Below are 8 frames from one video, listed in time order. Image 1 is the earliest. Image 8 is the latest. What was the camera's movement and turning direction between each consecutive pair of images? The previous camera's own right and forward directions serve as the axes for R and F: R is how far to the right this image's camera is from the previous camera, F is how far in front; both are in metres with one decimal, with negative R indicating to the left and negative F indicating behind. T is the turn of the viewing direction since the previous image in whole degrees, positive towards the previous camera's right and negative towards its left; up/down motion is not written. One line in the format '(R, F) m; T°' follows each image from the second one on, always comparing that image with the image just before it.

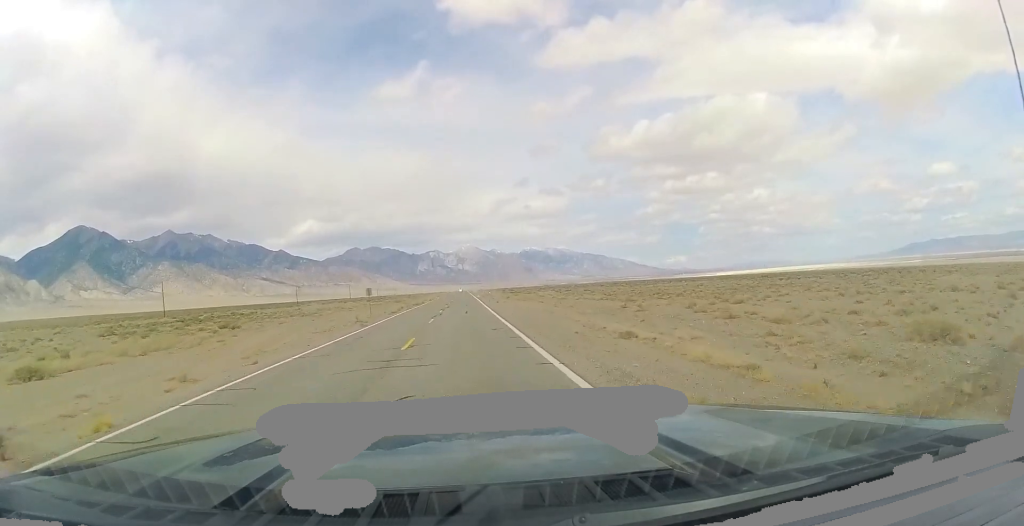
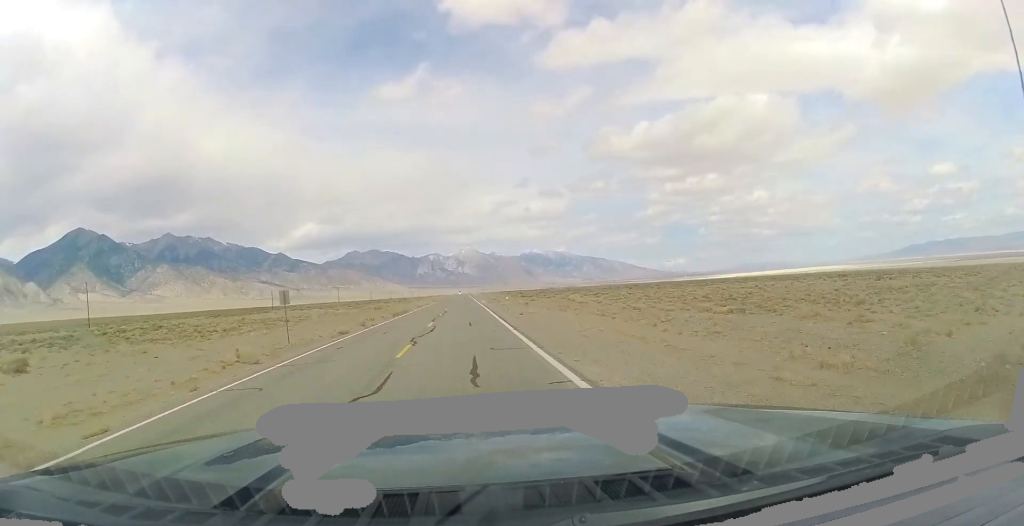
(-0.2, +26.5) m; 0°
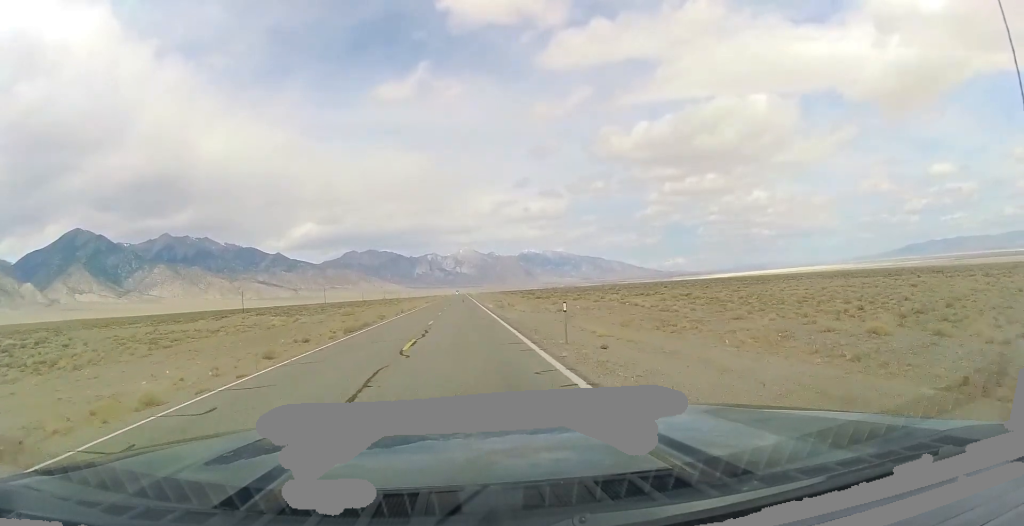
(+0.2, +22.6) m; 0°
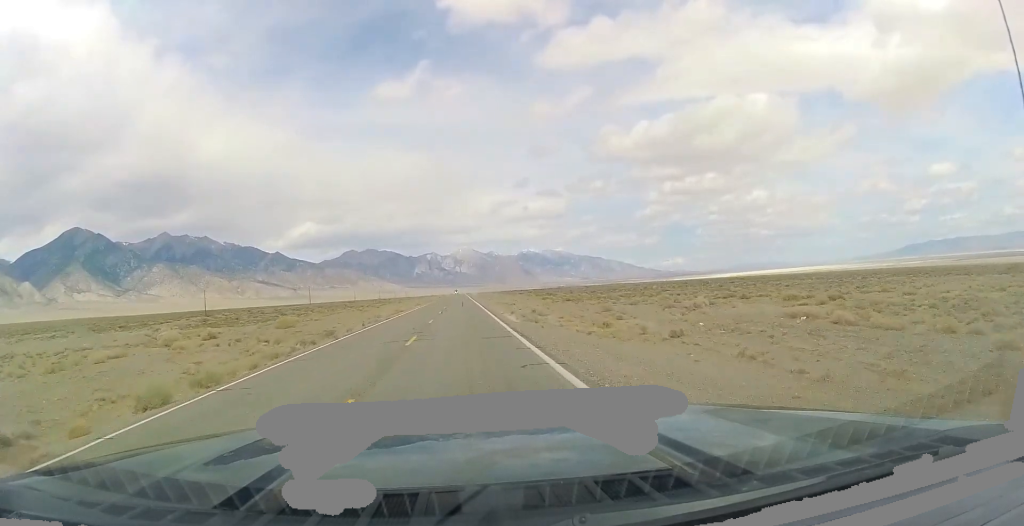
(-0.1, +23.1) m; 0°
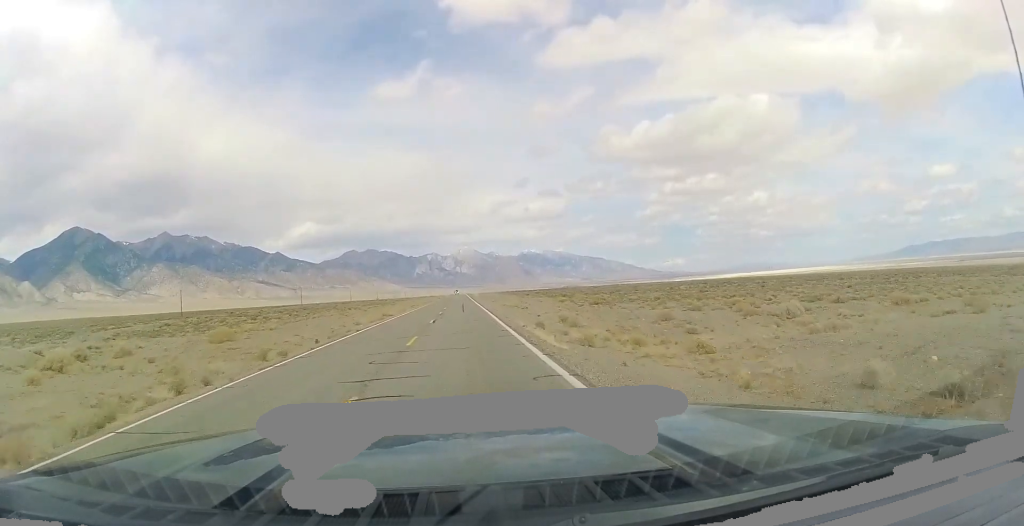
(-0.1, +12.1) m; 0°
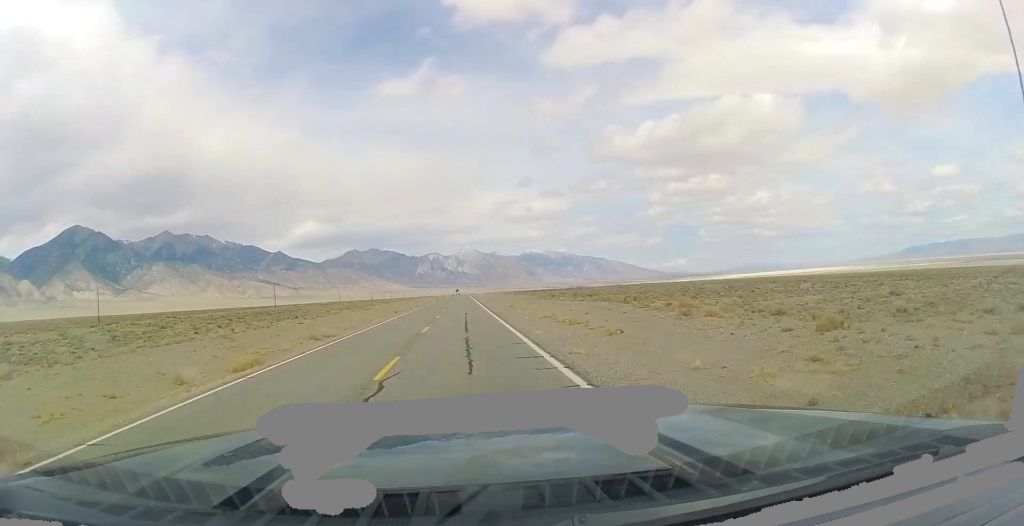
(+0.3, +31.4) m; 0°
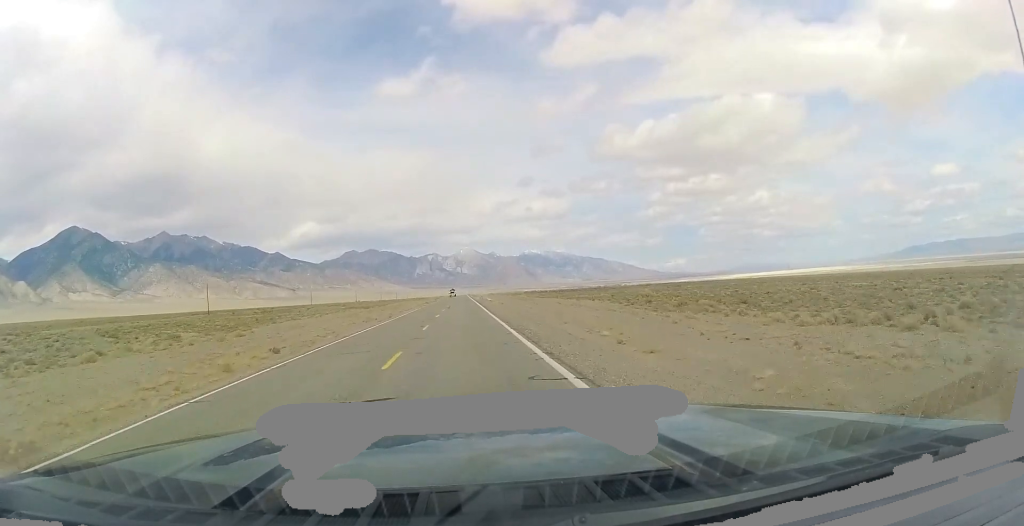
(-0.3, +47.5) m; 0°
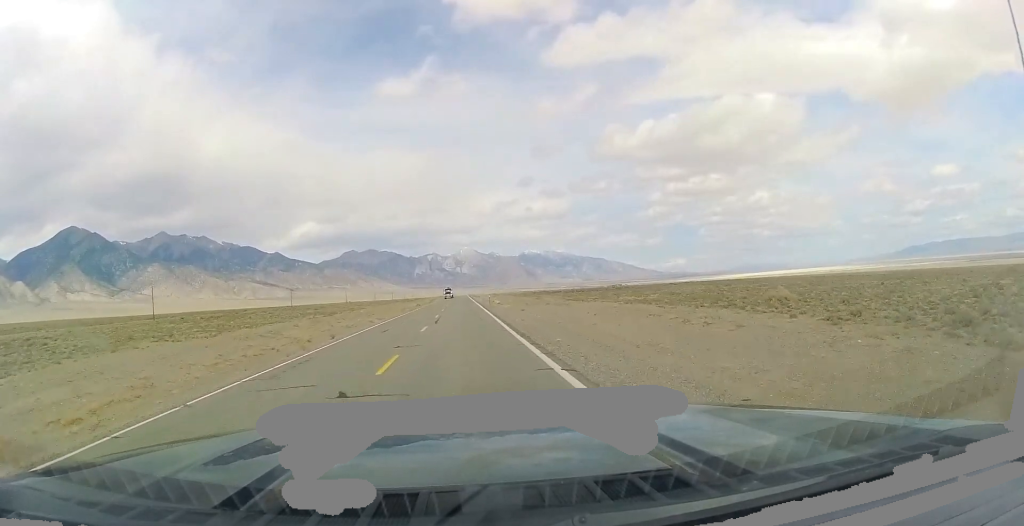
(+0.1, +25.2) m; 0°
